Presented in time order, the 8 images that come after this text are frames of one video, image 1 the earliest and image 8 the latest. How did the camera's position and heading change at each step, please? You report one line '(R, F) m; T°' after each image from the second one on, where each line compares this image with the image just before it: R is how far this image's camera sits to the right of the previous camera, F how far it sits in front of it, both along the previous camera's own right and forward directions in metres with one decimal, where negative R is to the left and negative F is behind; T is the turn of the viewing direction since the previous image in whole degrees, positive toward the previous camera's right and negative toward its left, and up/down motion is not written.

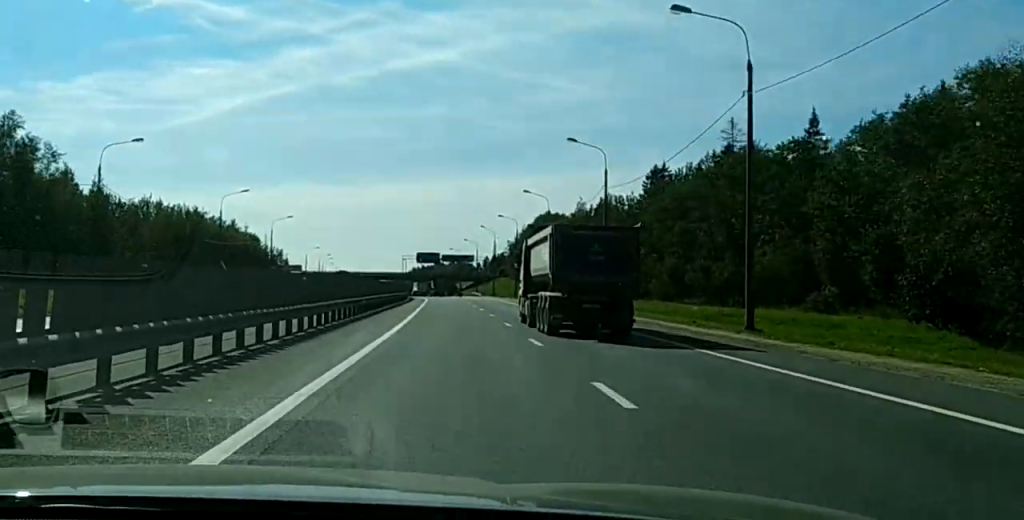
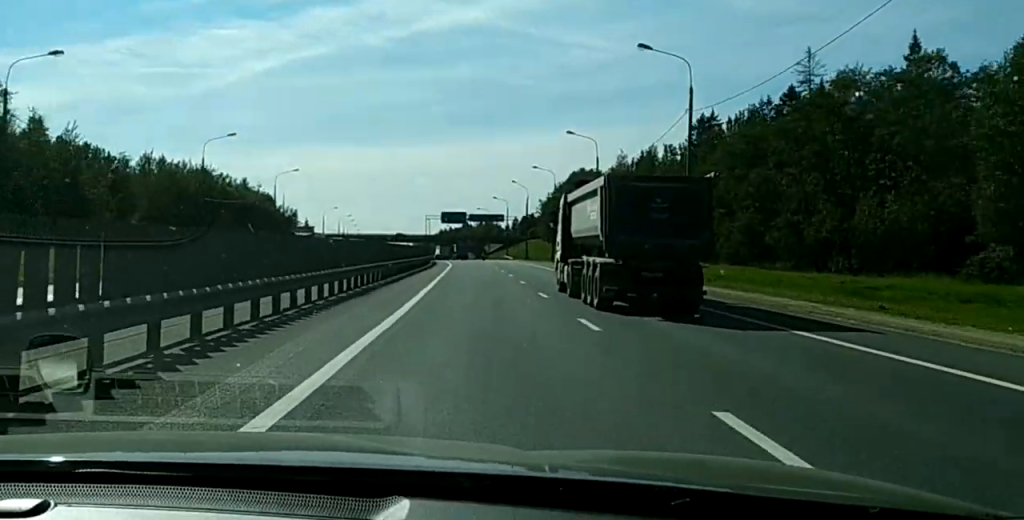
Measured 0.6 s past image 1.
(-0.2, +22.6) m; -1°
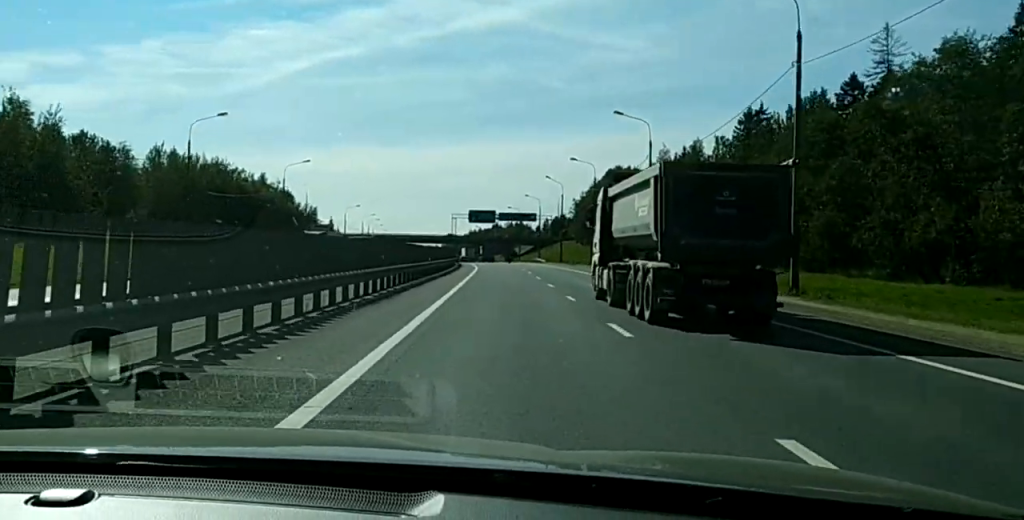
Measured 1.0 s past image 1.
(-0.2, +15.9) m; -1°
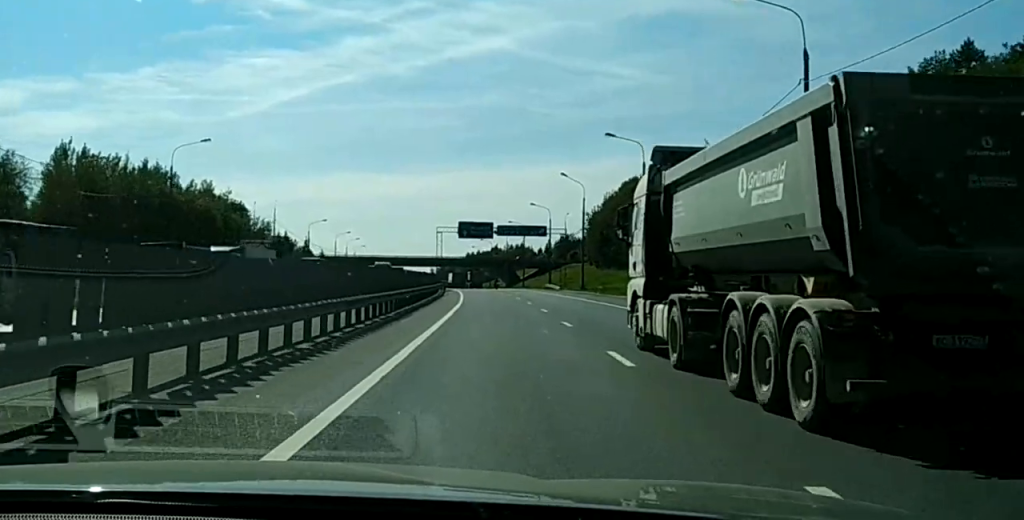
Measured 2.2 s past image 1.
(-0.7, +40.0) m; -1°
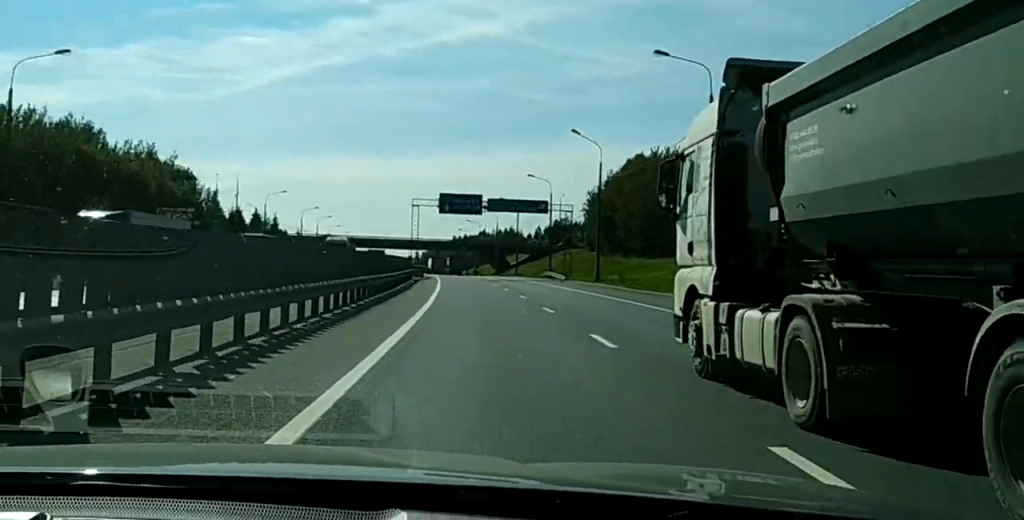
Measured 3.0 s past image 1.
(0.0, +23.1) m; 0°
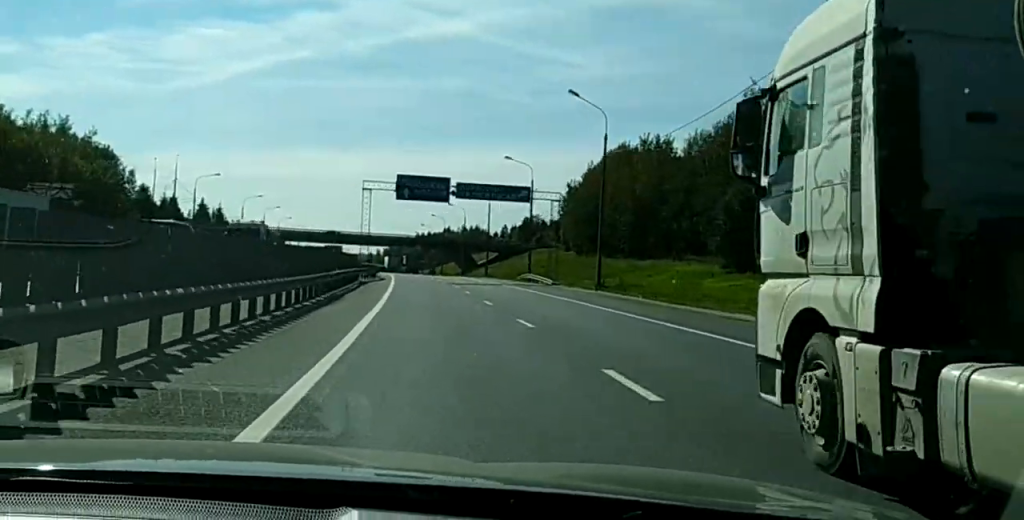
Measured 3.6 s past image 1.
(0.0, +17.9) m; 0°
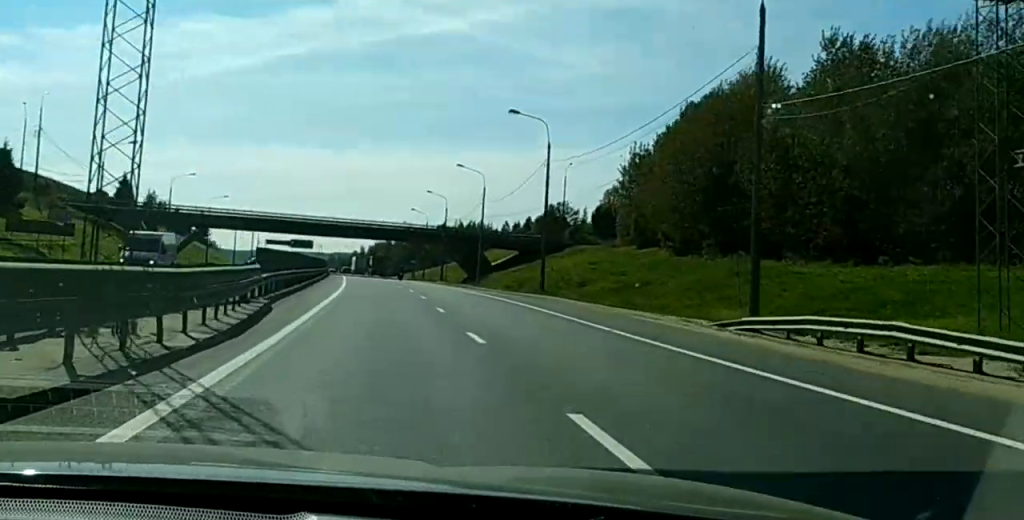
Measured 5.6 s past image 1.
(-0.1, +59.9) m; -1°
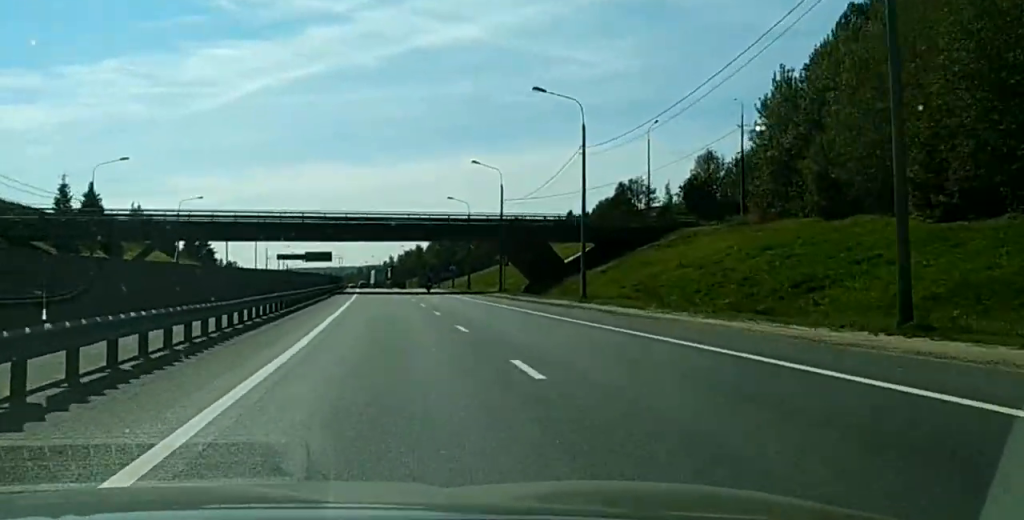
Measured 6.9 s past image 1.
(-0.8, +38.4) m; -2°
